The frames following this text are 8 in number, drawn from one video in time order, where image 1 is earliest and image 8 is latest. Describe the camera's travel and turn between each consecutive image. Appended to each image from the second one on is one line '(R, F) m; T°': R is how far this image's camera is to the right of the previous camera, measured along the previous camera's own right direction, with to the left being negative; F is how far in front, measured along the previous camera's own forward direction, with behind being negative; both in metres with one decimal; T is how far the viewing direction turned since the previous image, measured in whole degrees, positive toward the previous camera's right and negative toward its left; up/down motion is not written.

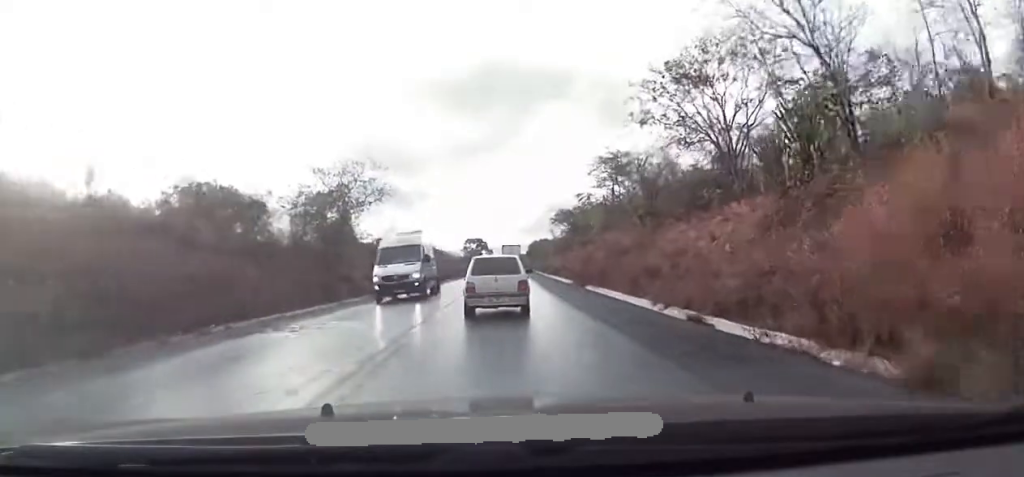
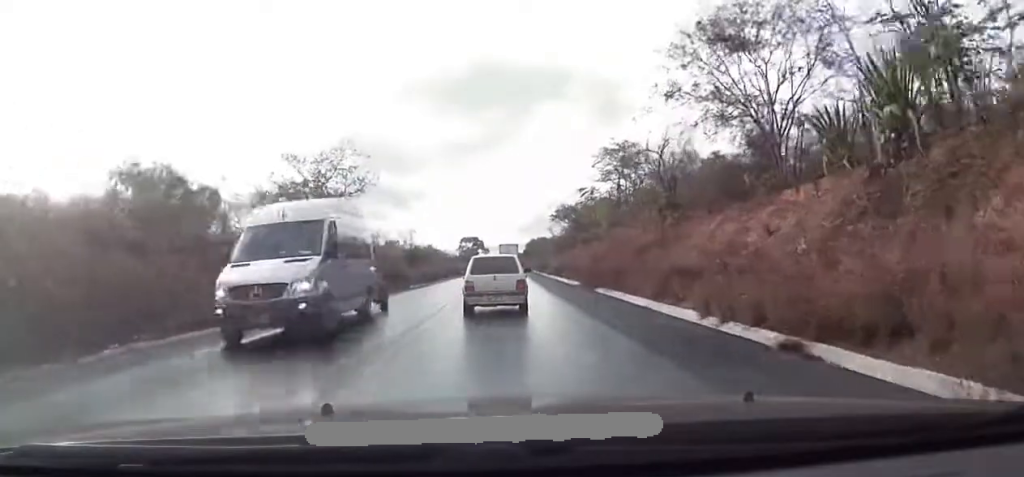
(0.0, +5.1) m; 0°
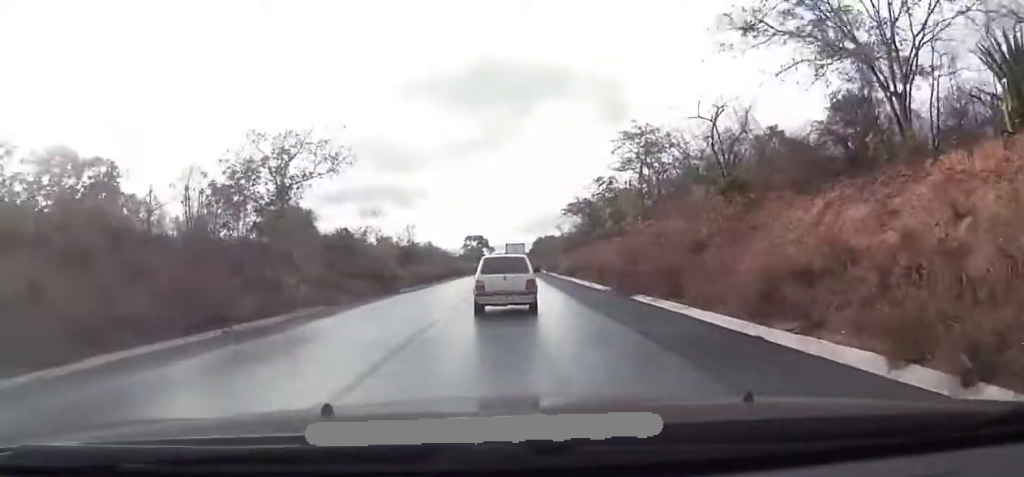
(0.0, +8.0) m; +2°
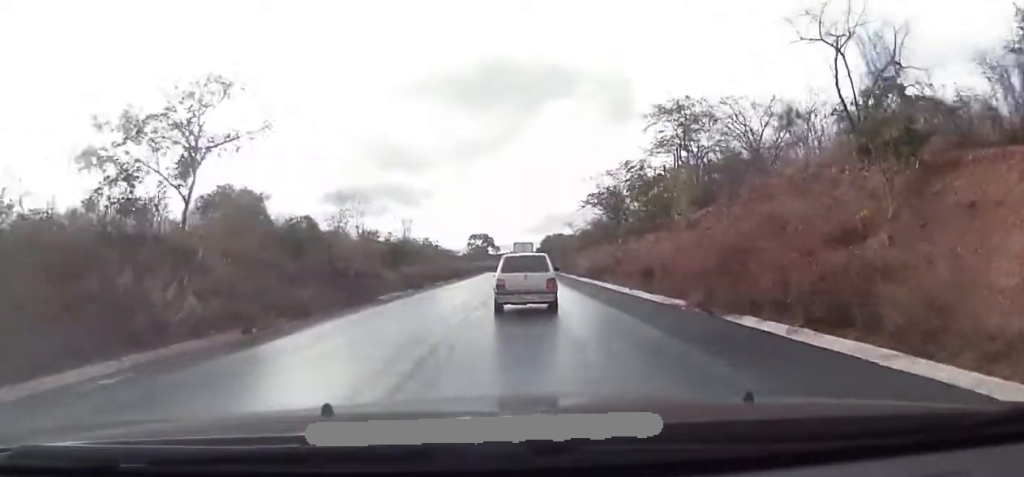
(+0.3, +10.2) m; 0°
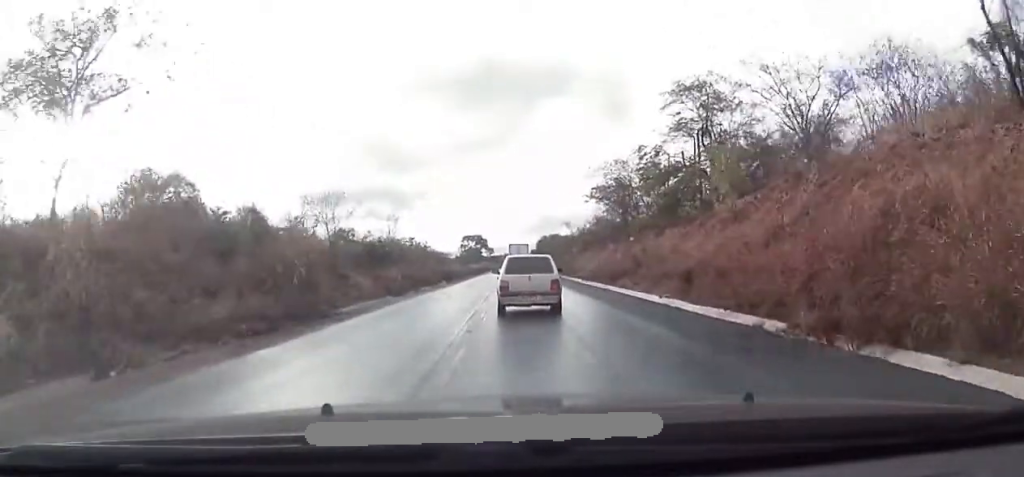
(-0.1, +6.8) m; -1°
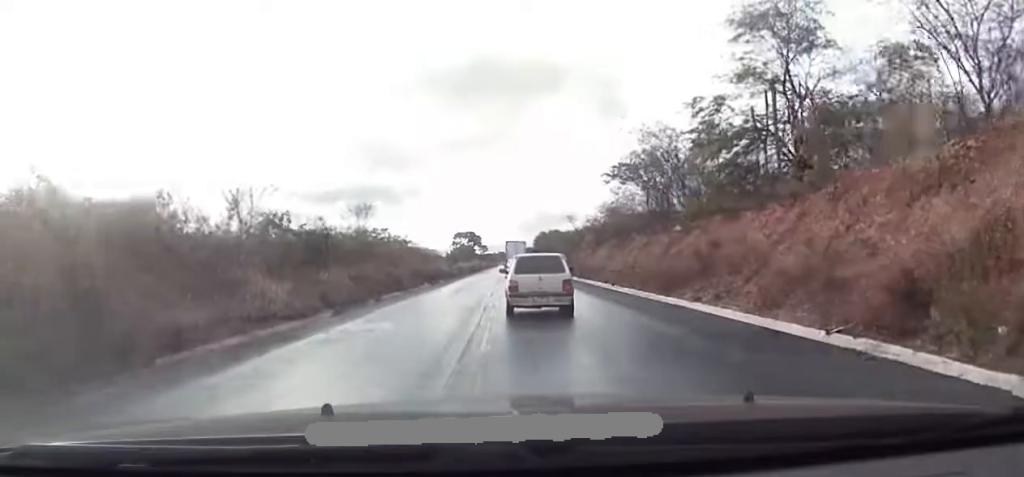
(-0.4, +13.3) m; -1°
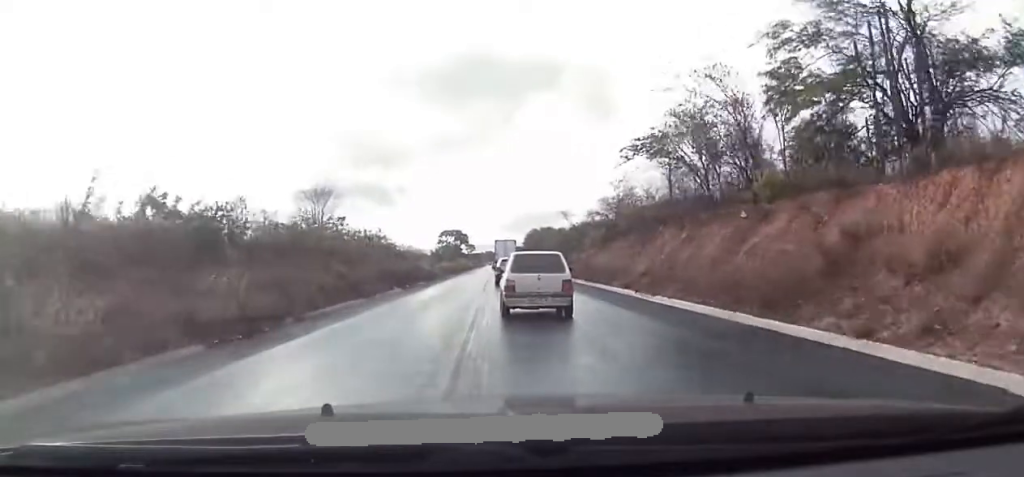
(+0.2, +11.2) m; +2°
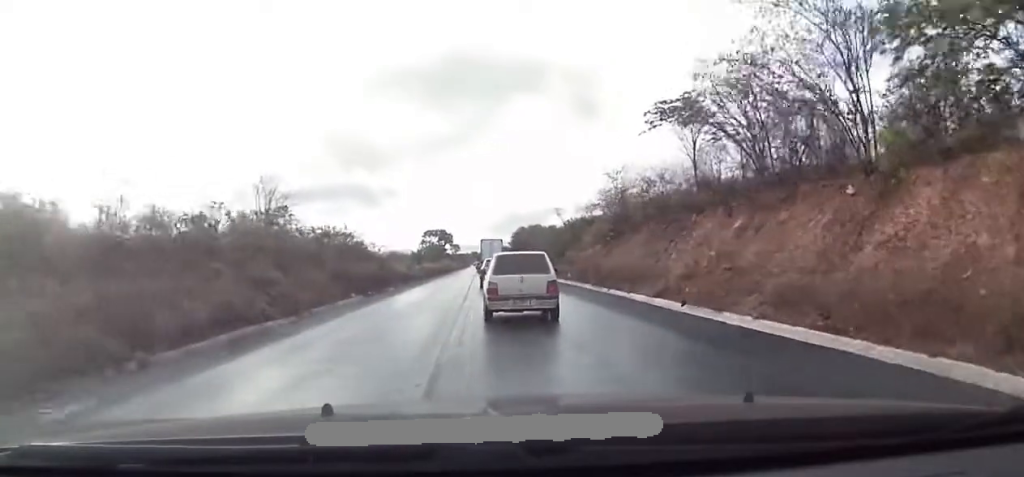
(+0.2, +9.4) m; +1°
